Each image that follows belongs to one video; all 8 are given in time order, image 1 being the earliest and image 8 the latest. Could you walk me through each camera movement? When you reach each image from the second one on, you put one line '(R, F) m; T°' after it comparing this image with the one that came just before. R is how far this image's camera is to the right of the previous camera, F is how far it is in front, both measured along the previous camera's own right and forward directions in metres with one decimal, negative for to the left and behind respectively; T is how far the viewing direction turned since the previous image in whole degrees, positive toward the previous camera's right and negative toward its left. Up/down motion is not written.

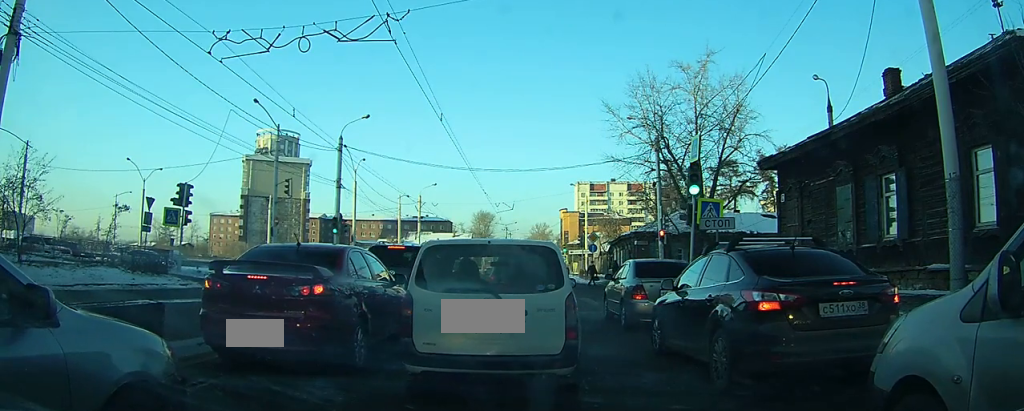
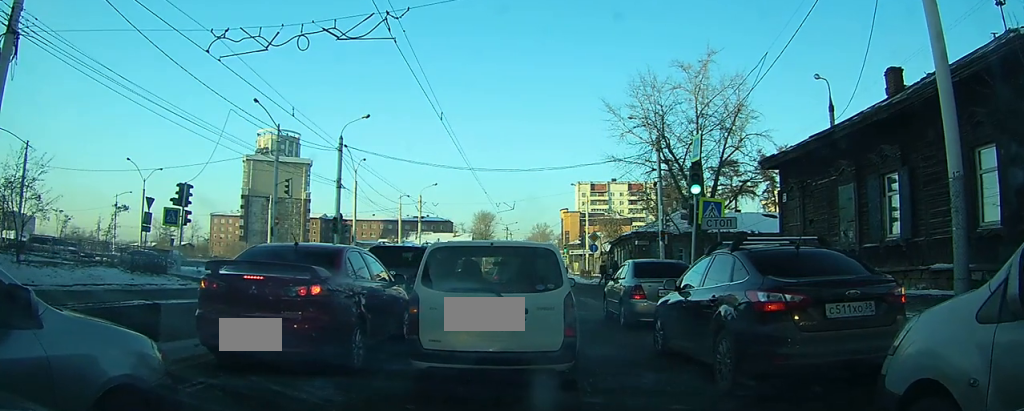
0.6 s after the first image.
(0.0, 0.0) m; 0°
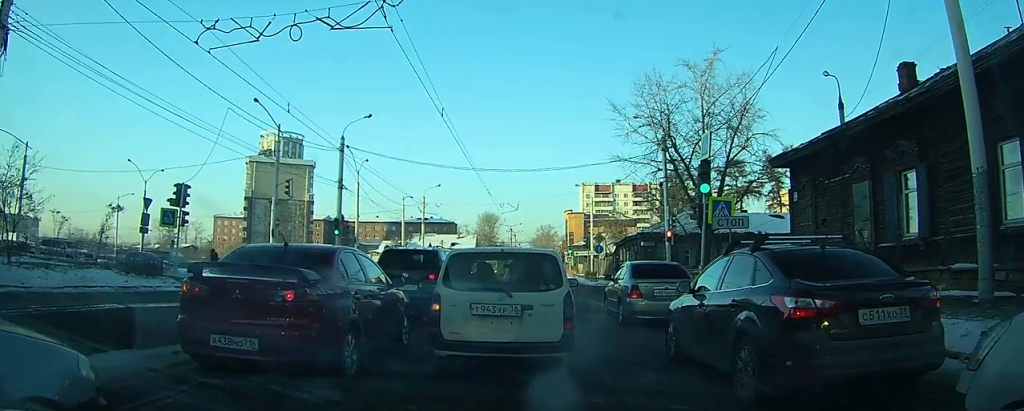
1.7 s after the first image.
(0.0, 0.0) m; 0°
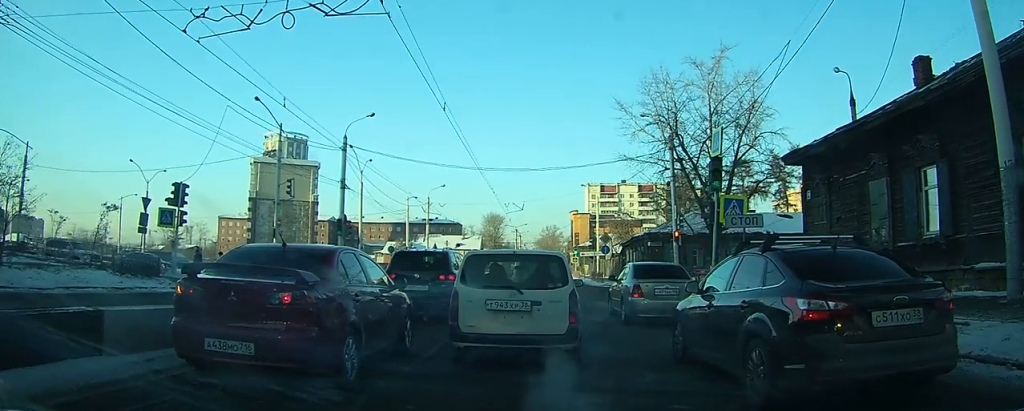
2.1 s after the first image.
(0.0, 0.0) m; 0°
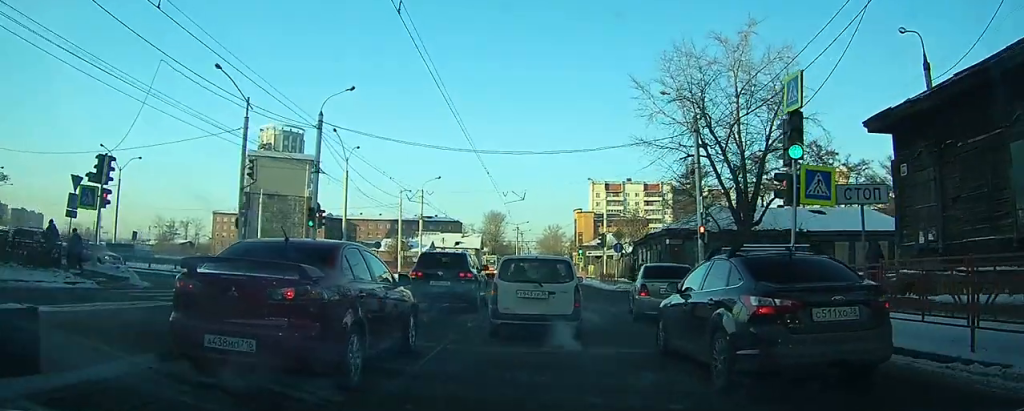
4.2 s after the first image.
(0.0, +1.8) m; +1°
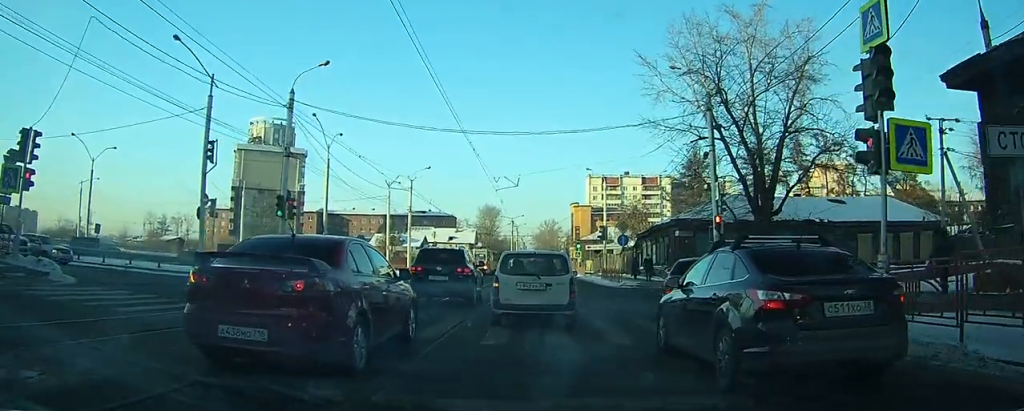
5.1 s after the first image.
(0.0, +3.5) m; +1°
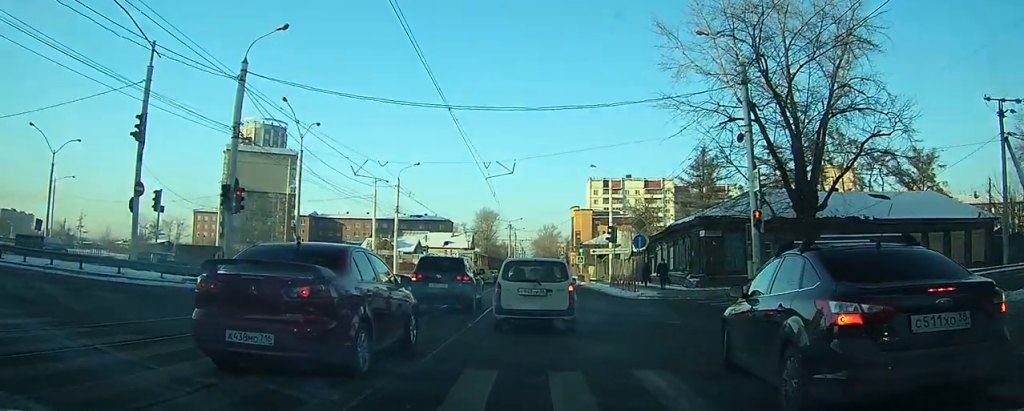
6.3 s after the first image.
(+0.1, +5.3) m; +1°
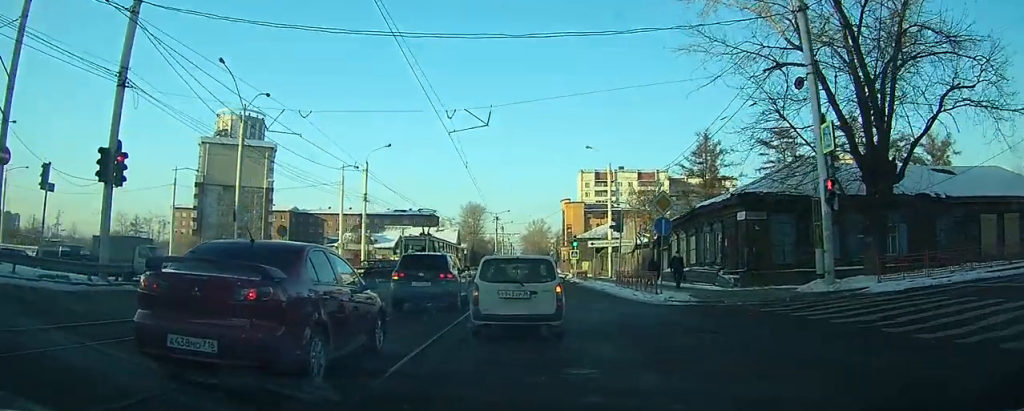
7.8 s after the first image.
(+0.1, +6.6) m; +2°
